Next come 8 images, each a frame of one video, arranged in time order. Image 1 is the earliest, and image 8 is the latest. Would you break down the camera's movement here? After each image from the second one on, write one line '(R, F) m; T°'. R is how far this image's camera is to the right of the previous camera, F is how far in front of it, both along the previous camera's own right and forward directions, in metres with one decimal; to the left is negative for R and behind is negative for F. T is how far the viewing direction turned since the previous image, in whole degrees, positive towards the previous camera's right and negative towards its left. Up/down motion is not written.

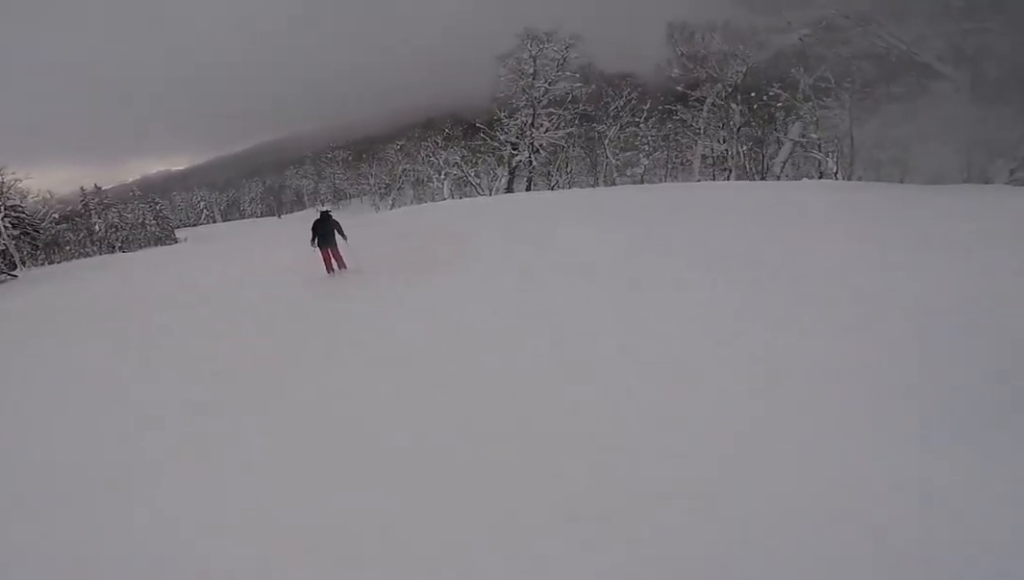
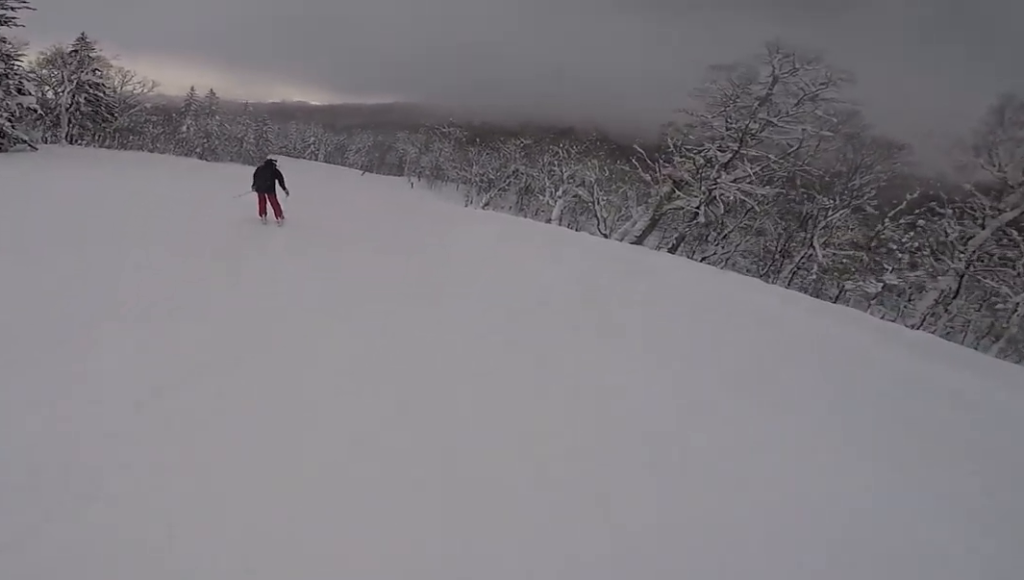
(-0.3, +11.9) m; -6°
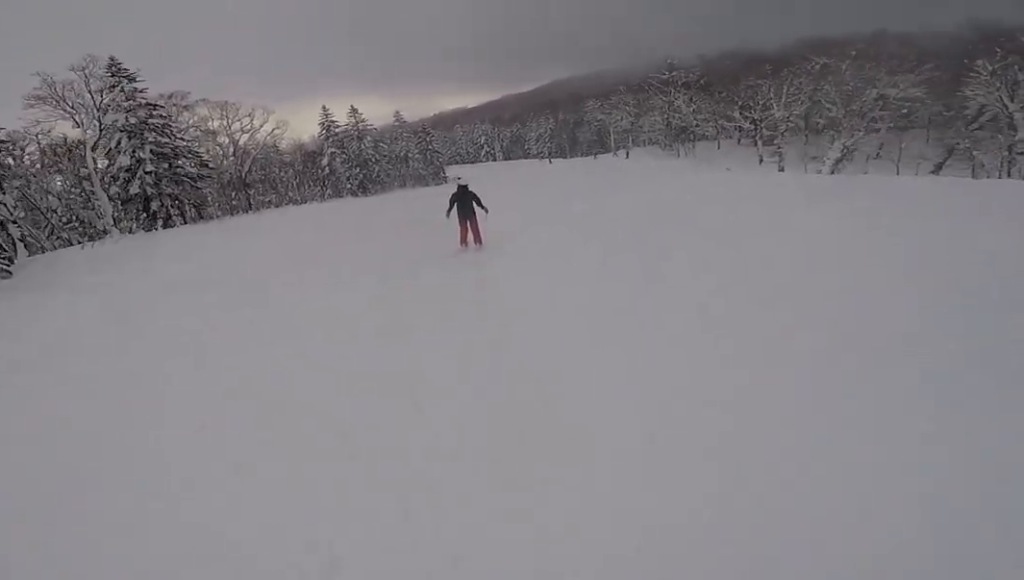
(-6.7, +28.6) m; -22°
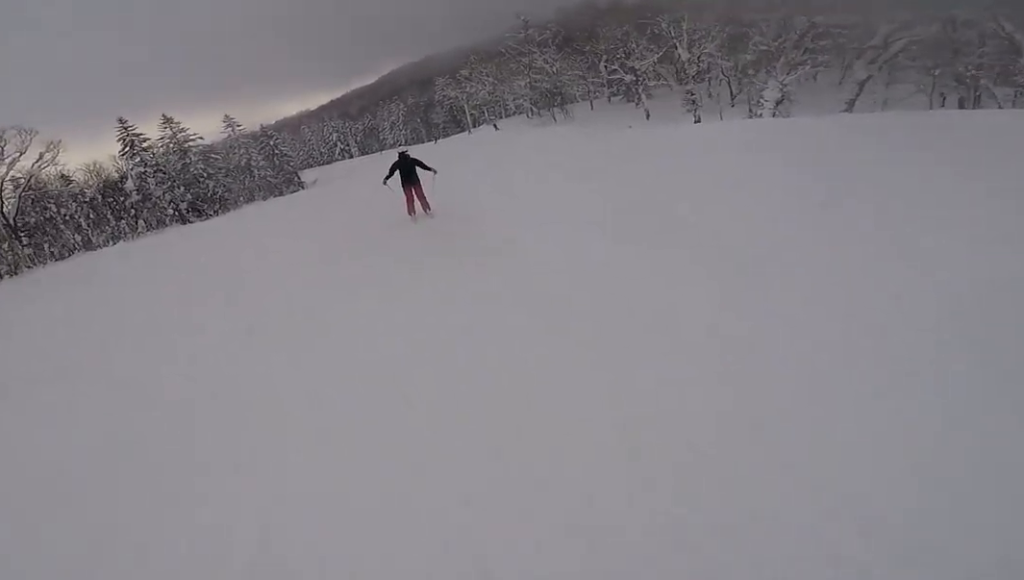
(+1.0, +13.0) m; +13°
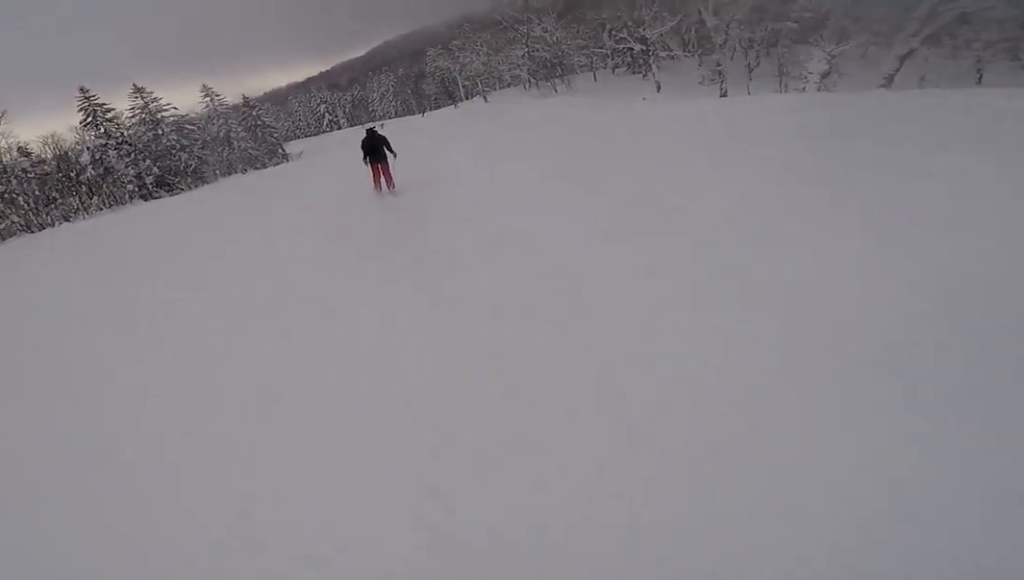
(+0.9, +5.2) m; +4°
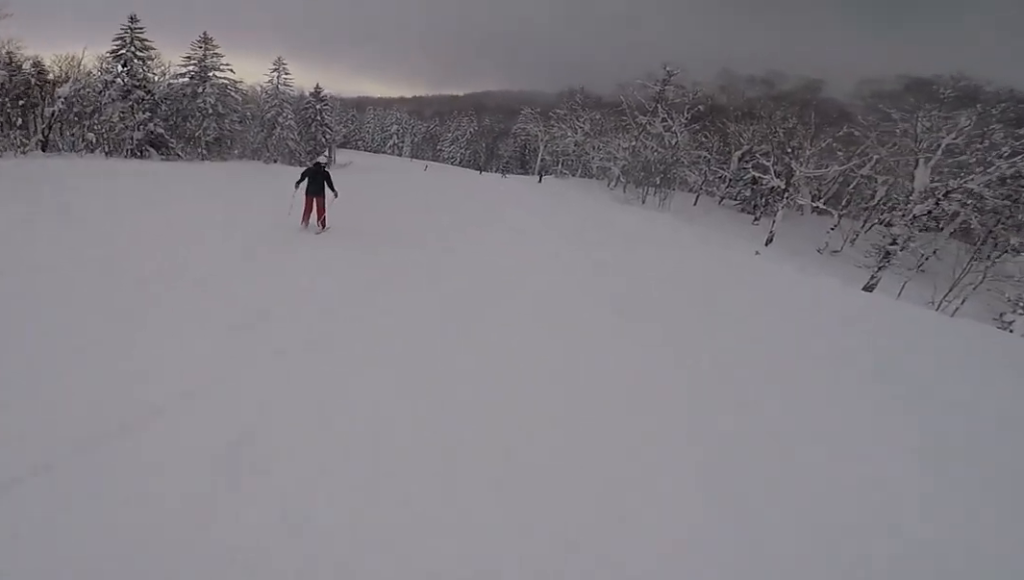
(+0.4, +11.1) m; 0°
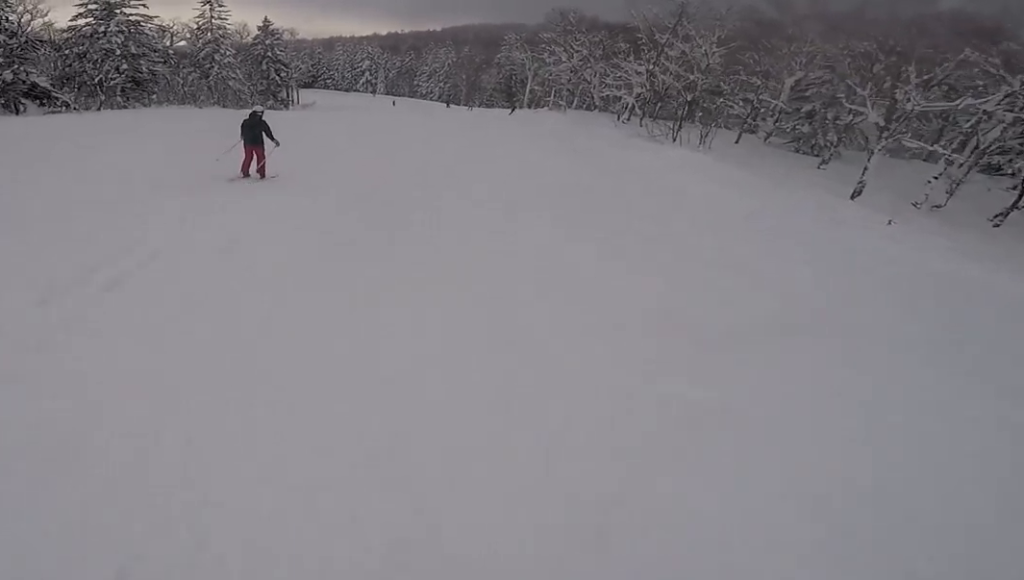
(-0.5, +11.6) m; -2°
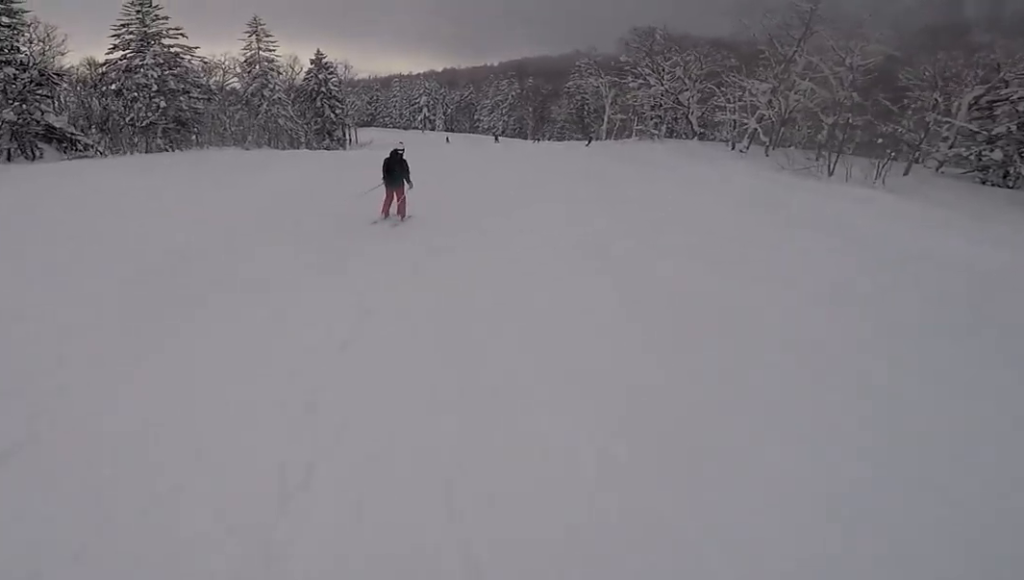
(-0.2, +7.9) m; 0°
